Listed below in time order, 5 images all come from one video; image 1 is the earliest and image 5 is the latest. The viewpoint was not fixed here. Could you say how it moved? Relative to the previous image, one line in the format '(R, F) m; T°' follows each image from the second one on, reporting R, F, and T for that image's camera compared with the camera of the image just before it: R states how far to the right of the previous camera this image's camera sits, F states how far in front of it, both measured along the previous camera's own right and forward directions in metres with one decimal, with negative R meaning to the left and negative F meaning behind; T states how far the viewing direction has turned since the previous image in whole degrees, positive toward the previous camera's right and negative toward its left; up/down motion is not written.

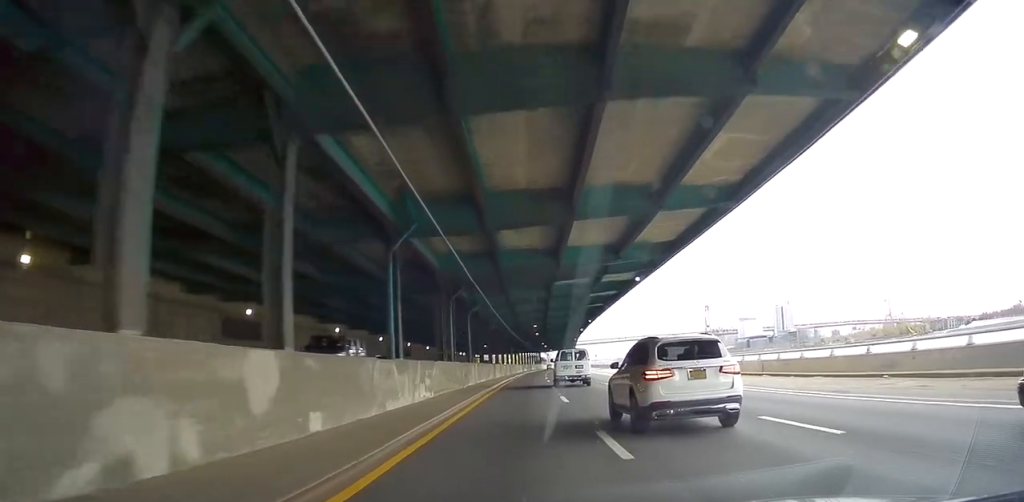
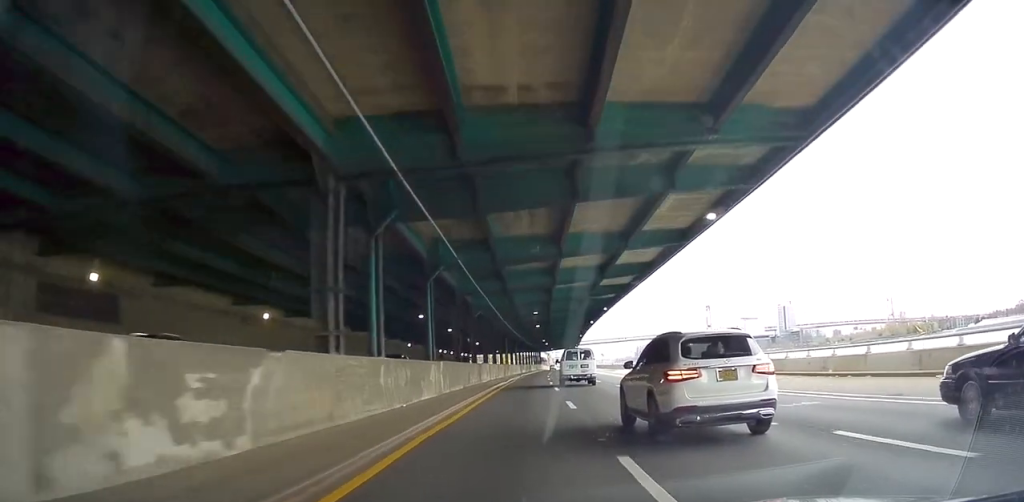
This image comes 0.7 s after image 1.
(-0.2, +15.0) m; -1°
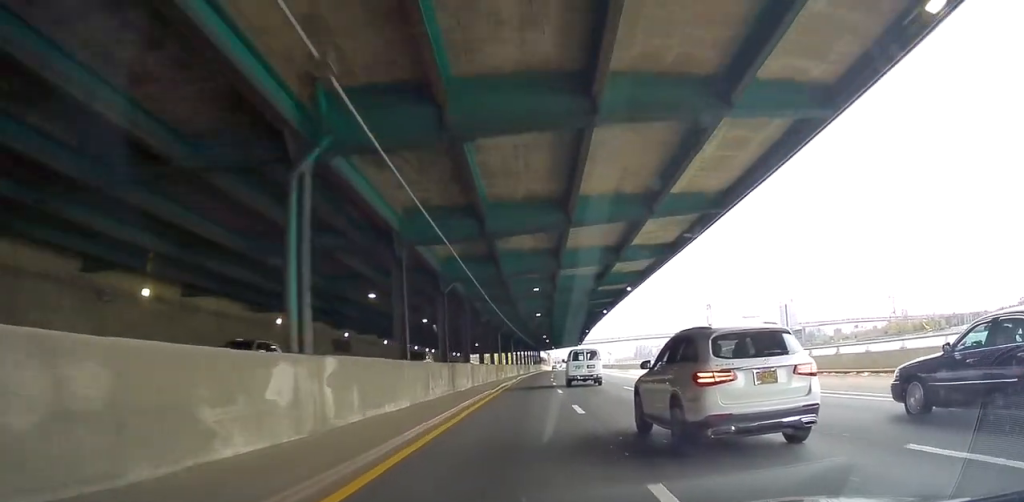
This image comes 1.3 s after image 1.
(0.0, +13.6) m; 0°
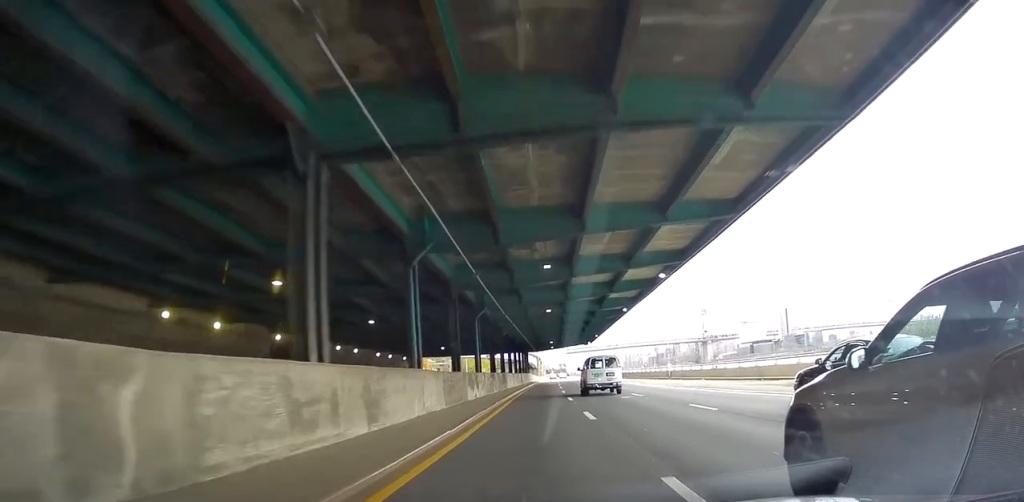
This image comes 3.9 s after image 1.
(+0.7, +57.8) m; +1°
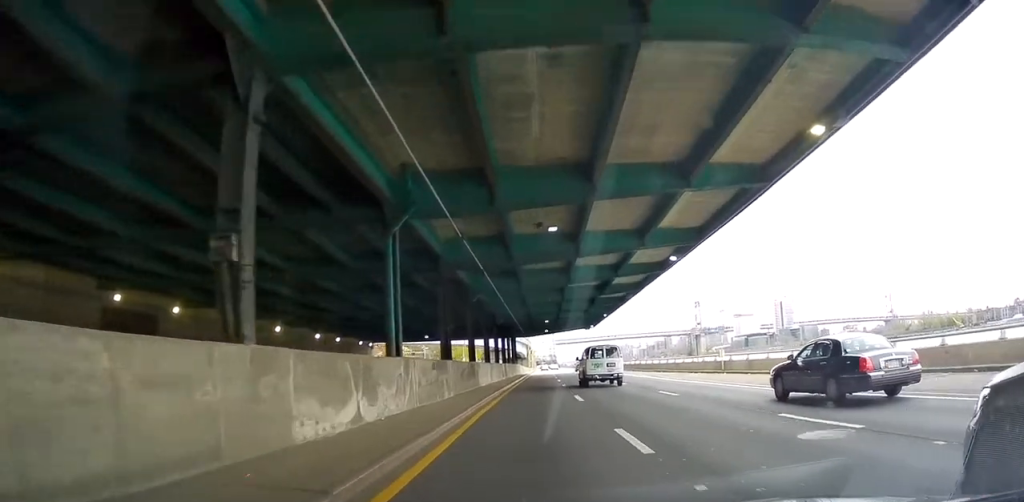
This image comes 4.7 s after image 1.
(-0.3, +19.6) m; -1°
